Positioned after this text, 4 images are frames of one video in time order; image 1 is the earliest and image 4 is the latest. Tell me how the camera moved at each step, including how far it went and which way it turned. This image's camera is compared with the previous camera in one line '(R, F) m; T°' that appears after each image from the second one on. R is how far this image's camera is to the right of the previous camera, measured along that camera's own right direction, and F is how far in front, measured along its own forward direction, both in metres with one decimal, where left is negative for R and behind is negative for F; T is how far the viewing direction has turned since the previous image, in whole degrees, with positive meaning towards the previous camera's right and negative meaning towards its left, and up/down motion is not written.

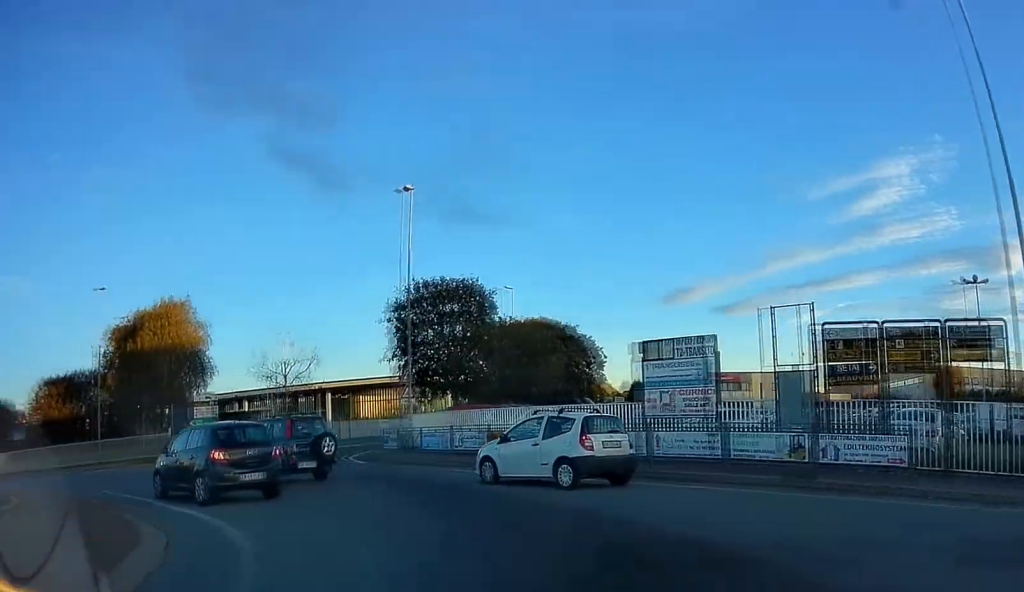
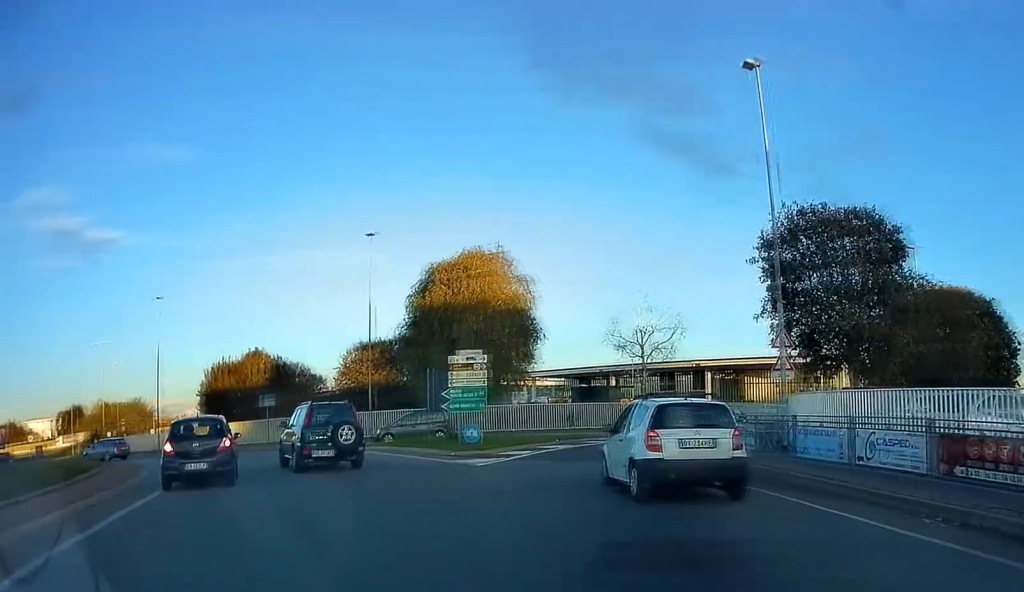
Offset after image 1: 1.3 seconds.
(-3.9, +10.4) m; -34°
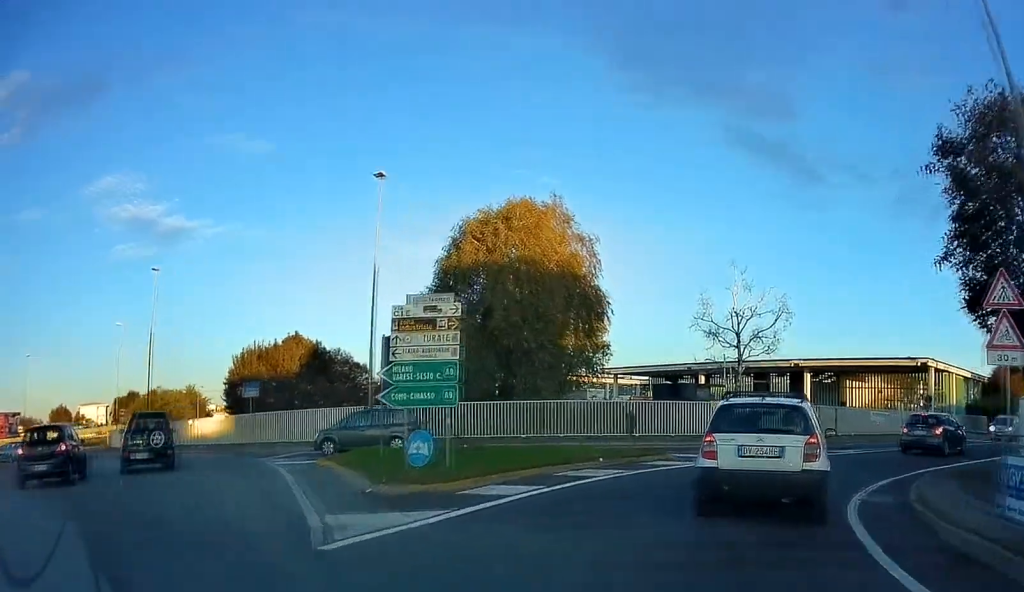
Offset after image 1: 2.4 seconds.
(-2.2, +10.5) m; -14°
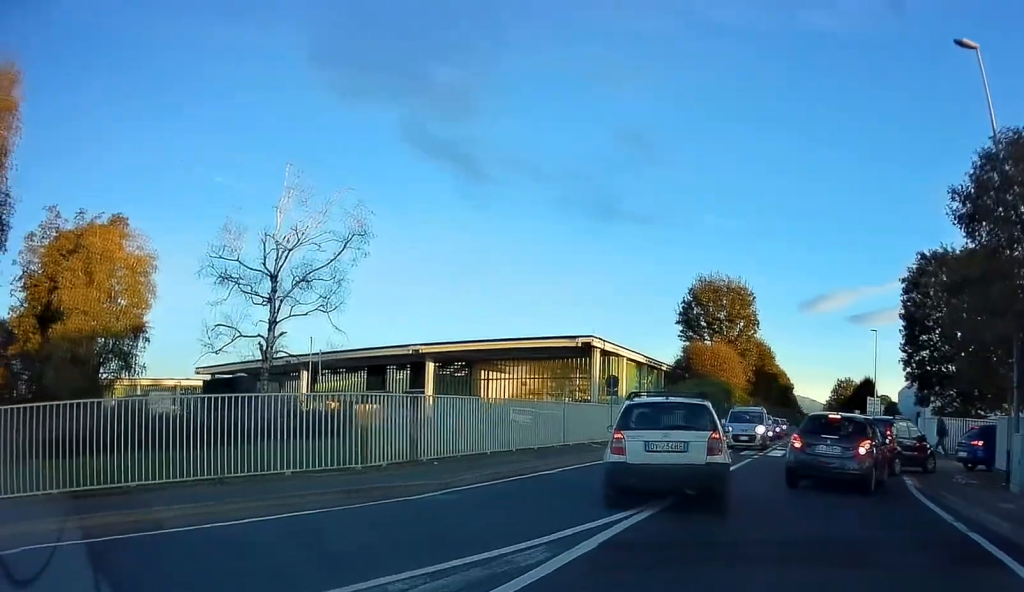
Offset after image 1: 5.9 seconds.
(+2.2, +23.9) m; +19°
